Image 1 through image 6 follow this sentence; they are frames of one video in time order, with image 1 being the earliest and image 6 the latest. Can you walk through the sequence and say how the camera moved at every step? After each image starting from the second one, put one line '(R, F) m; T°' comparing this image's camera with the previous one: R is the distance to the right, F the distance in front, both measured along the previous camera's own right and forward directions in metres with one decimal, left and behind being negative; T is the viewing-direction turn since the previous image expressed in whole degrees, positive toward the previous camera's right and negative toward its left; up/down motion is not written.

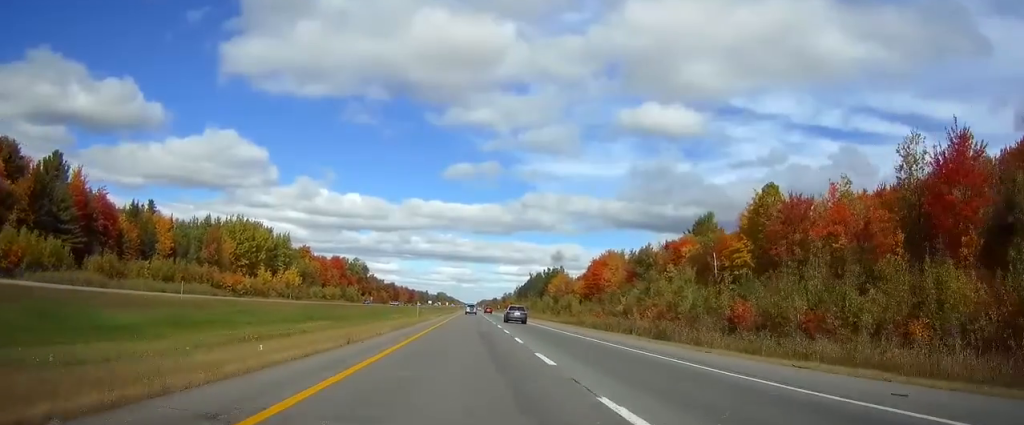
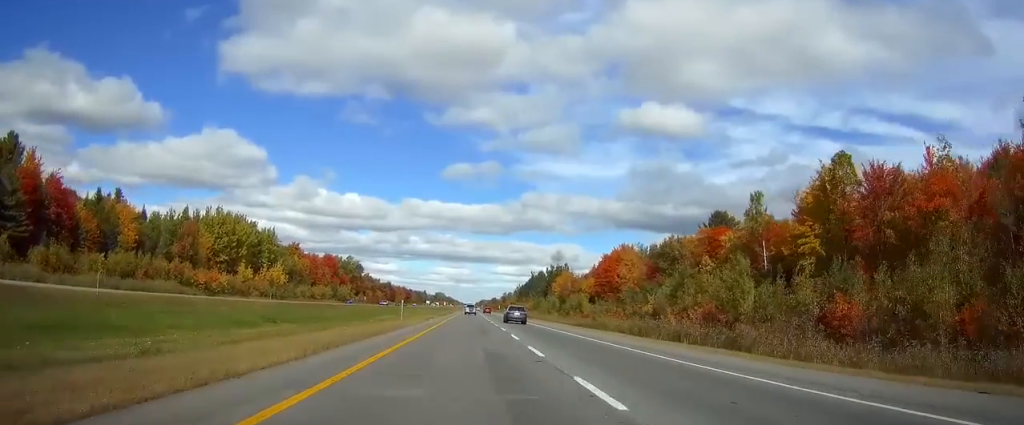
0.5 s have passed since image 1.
(0.0, +15.4) m; 0°
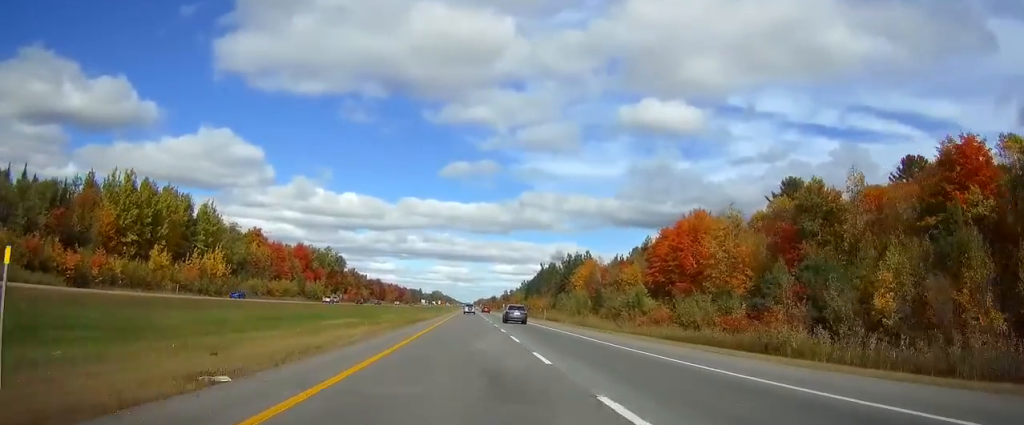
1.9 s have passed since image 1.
(0.0, +48.5) m; 0°
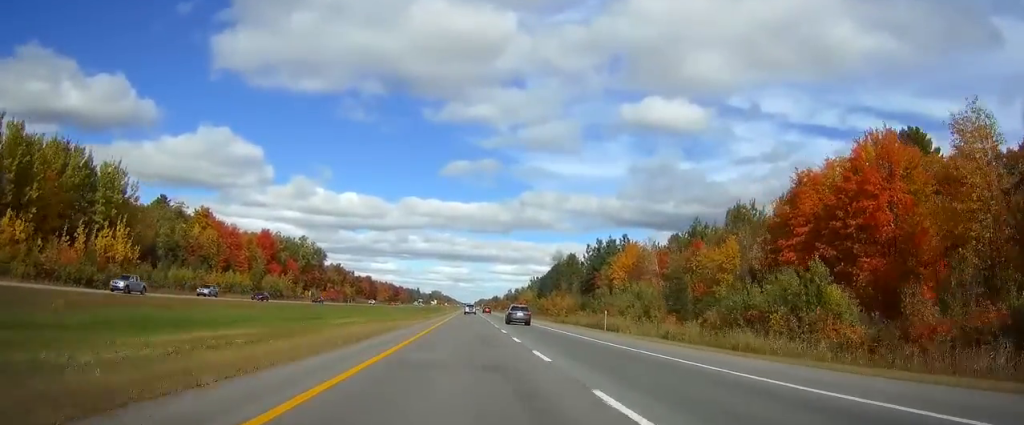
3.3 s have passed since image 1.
(0.0, +46.3) m; 0°
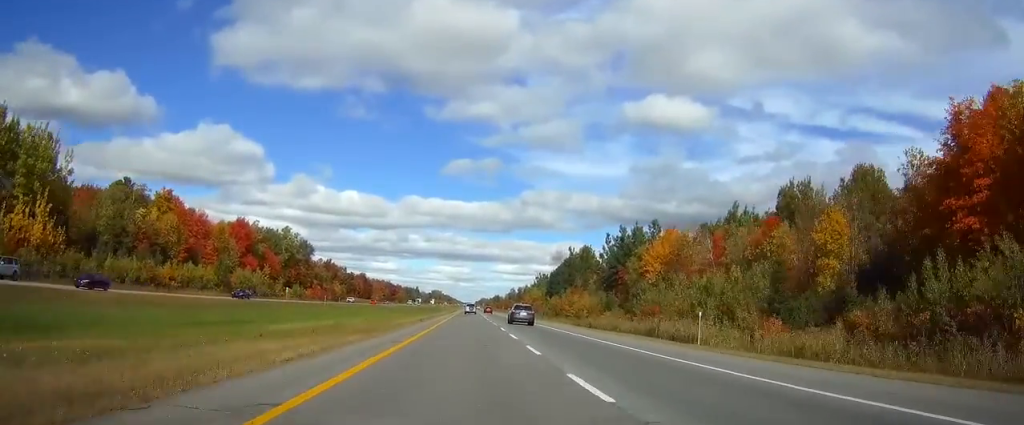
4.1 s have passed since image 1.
(0.0, +24.3) m; 0°
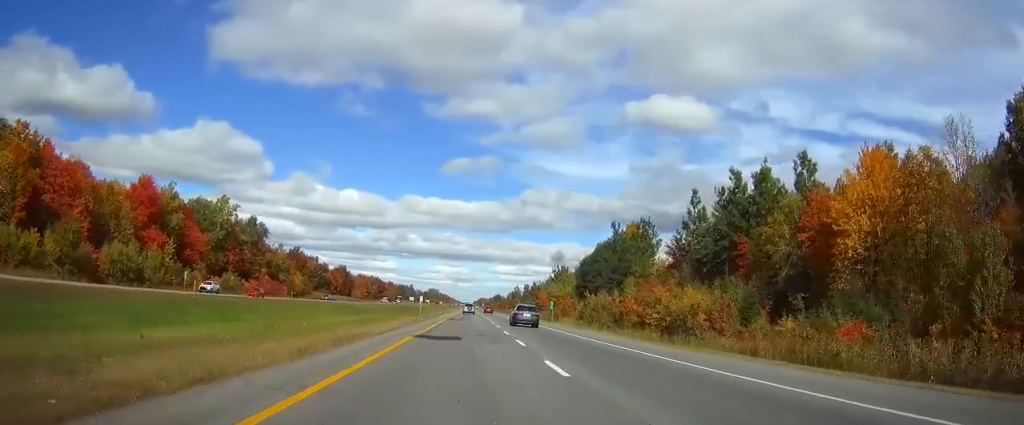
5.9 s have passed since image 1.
(0.0, +59.6) m; 0°
